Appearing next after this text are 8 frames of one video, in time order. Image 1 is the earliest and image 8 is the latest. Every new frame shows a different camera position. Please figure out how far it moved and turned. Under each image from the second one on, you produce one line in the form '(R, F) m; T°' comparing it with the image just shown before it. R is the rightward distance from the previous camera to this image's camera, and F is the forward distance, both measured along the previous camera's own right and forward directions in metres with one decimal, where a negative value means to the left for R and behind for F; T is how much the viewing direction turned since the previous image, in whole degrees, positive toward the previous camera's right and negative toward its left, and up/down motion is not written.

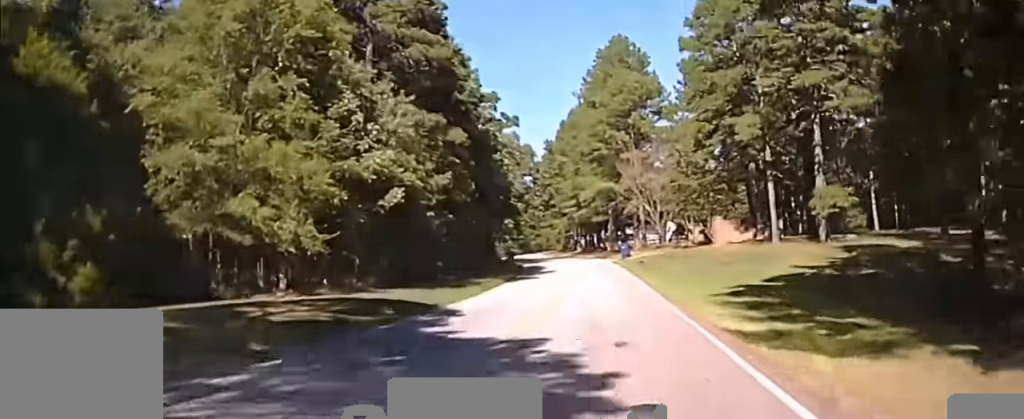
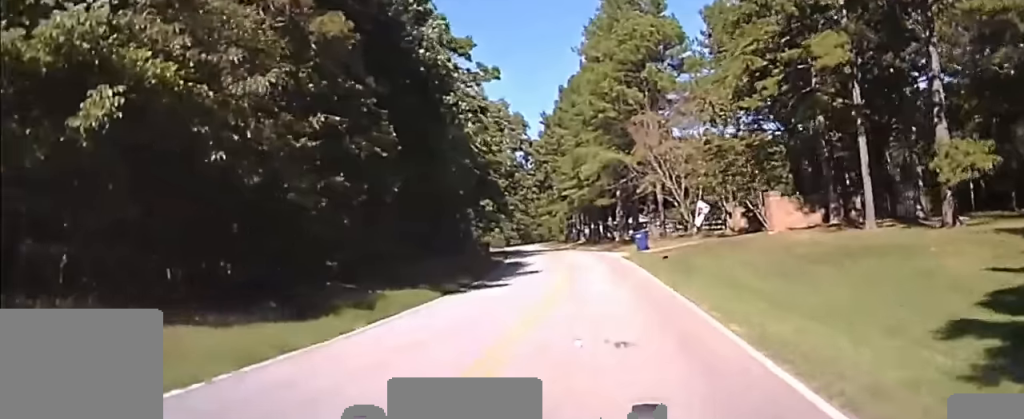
(+0.1, +19.2) m; -1°
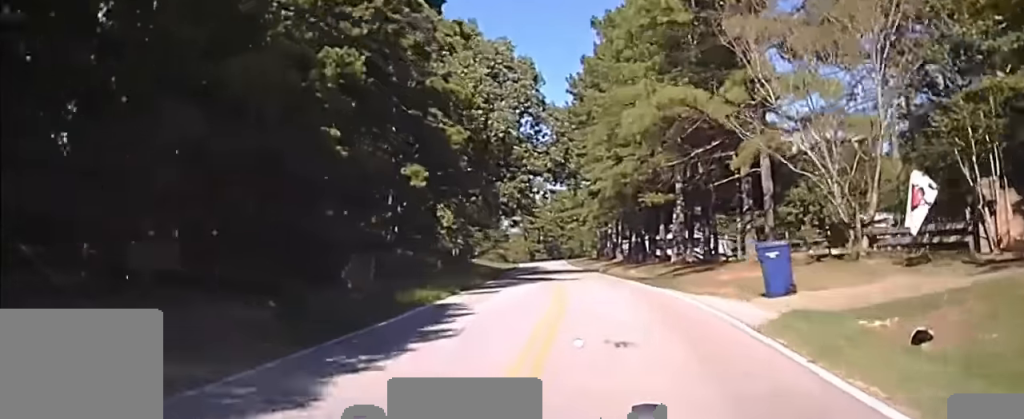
(-0.8, +26.5) m; -3°
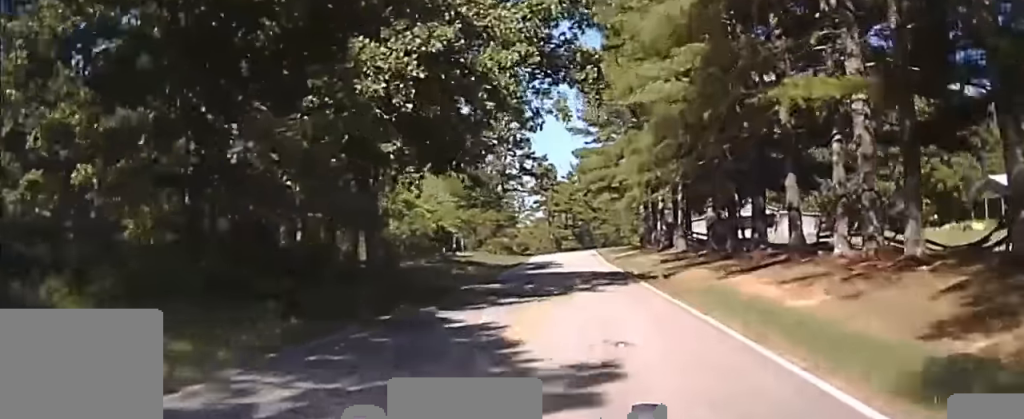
(-0.4, +27.1) m; -1°
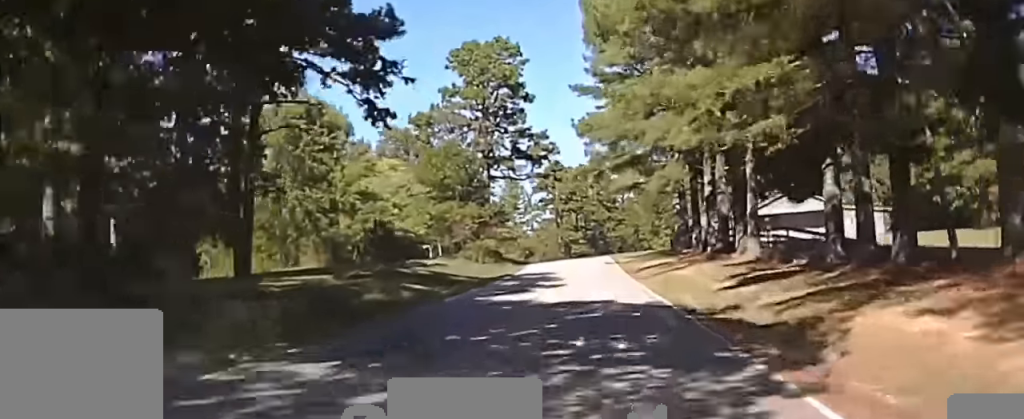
(+0.1, +17.4) m; -1°
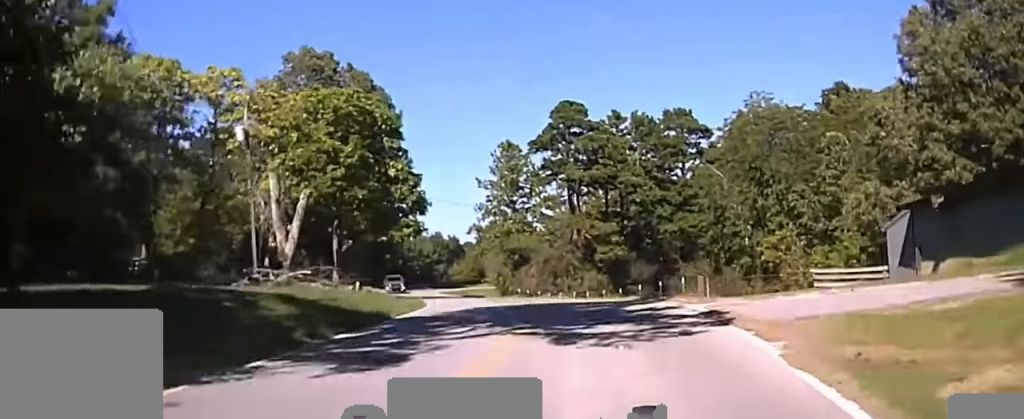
(-1.3, +56.1) m; -4°
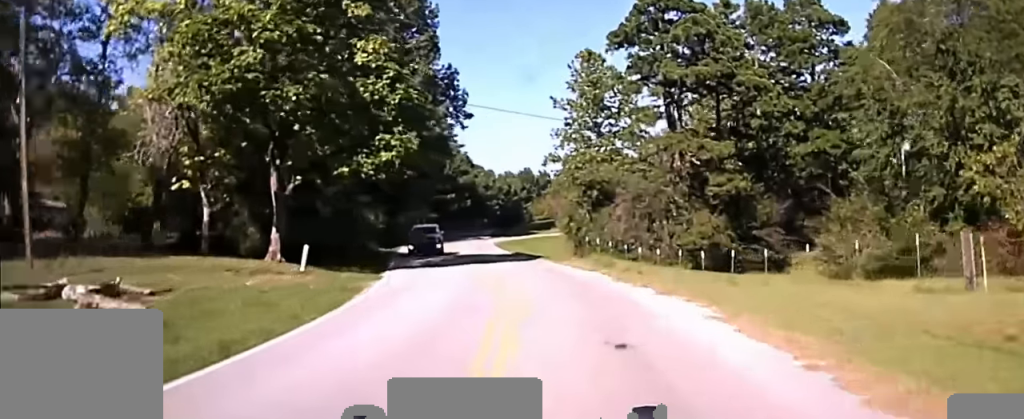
(-0.7, +25.5) m; -5°
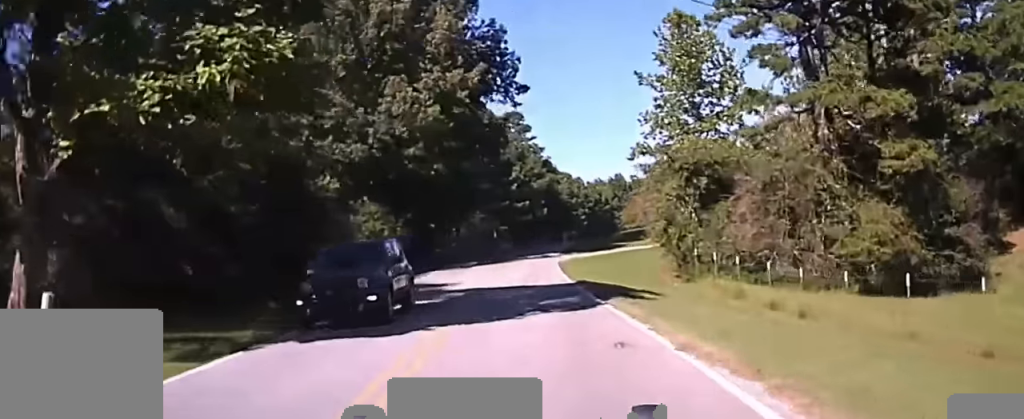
(-1.4, +25.5) m; -6°
